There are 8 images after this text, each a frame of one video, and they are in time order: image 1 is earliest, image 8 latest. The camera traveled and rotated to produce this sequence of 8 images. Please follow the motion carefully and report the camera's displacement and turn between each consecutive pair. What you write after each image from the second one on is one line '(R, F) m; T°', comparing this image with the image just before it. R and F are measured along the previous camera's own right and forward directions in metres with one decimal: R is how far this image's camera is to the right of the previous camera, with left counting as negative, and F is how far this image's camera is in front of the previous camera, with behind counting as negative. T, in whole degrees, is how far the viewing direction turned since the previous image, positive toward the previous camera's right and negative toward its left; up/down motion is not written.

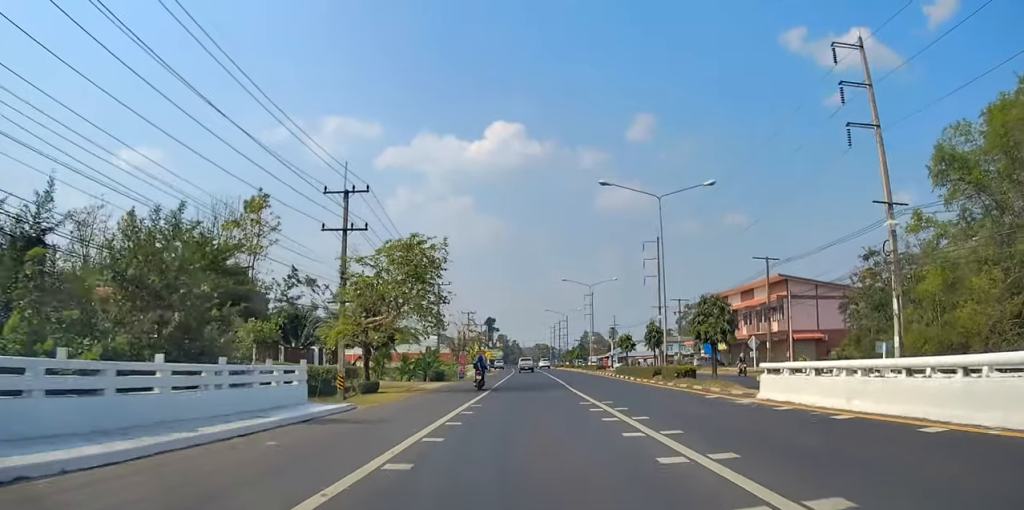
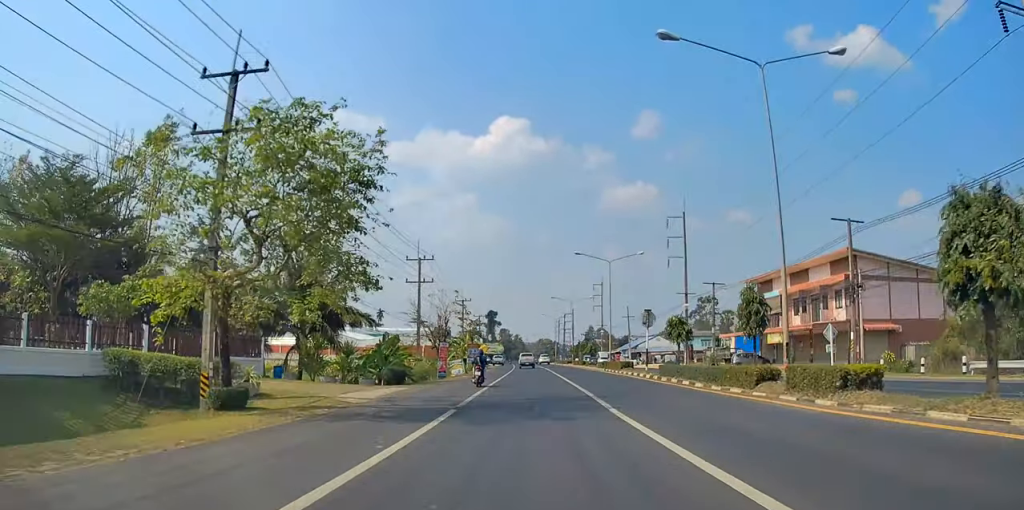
(+0.2, +13.8) m; 0°
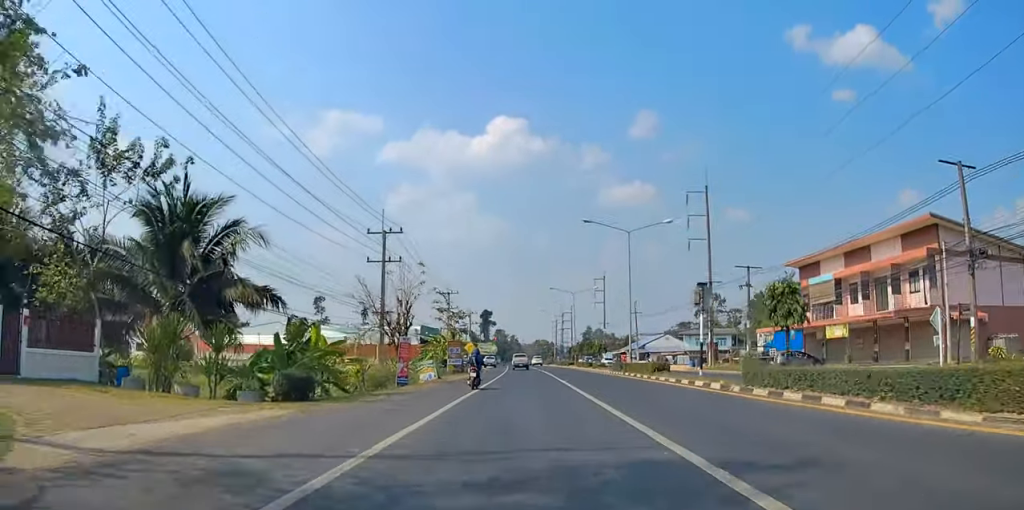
(+0.2, +12.9) m; 0°
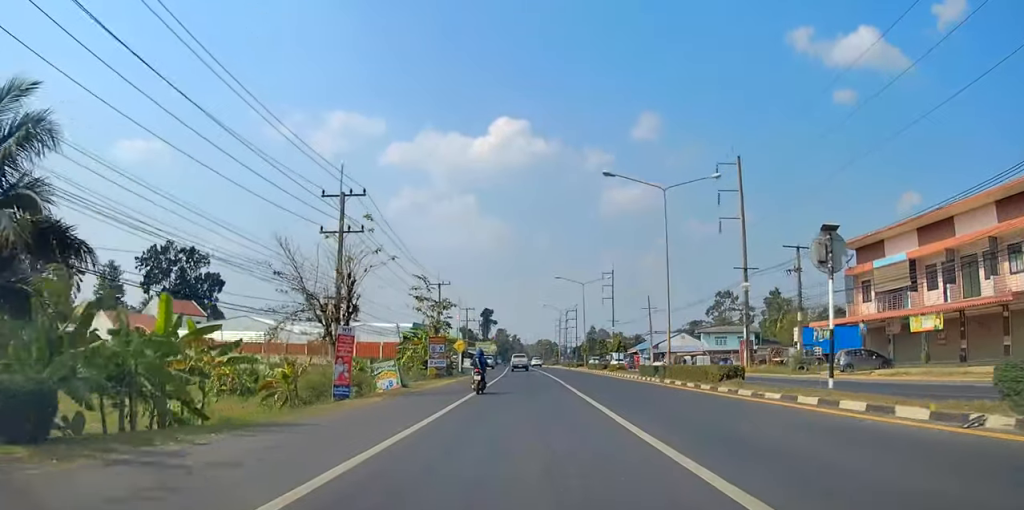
(-0.5, +11.4) m; 0°
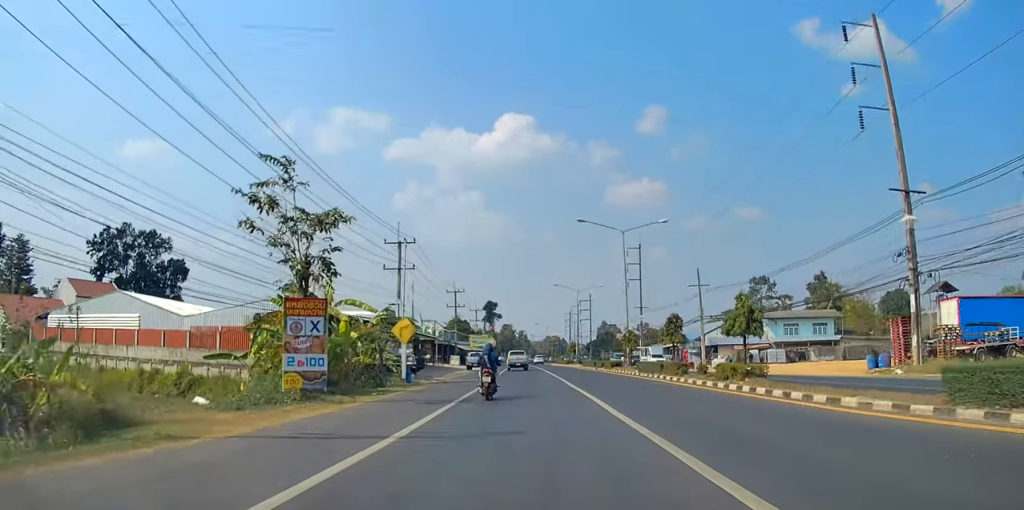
(+0.3, +26.7) m; 0°
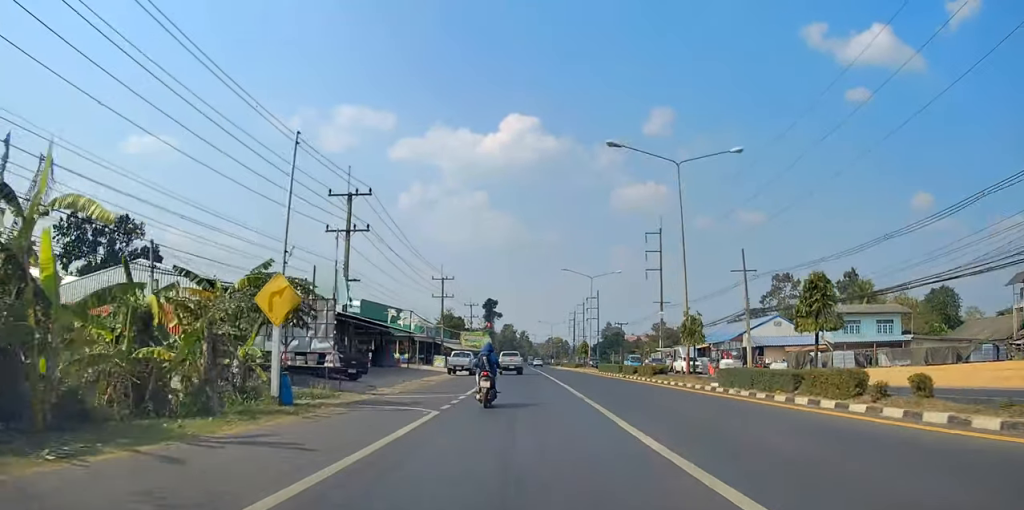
(-0.5, +16.0) m; -1°
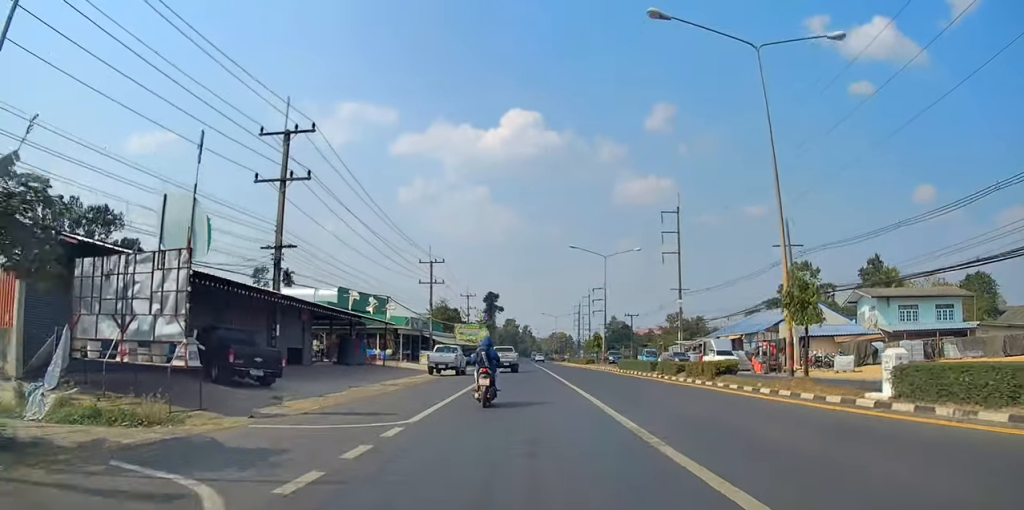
(+0.4, +9.5) m; -1°
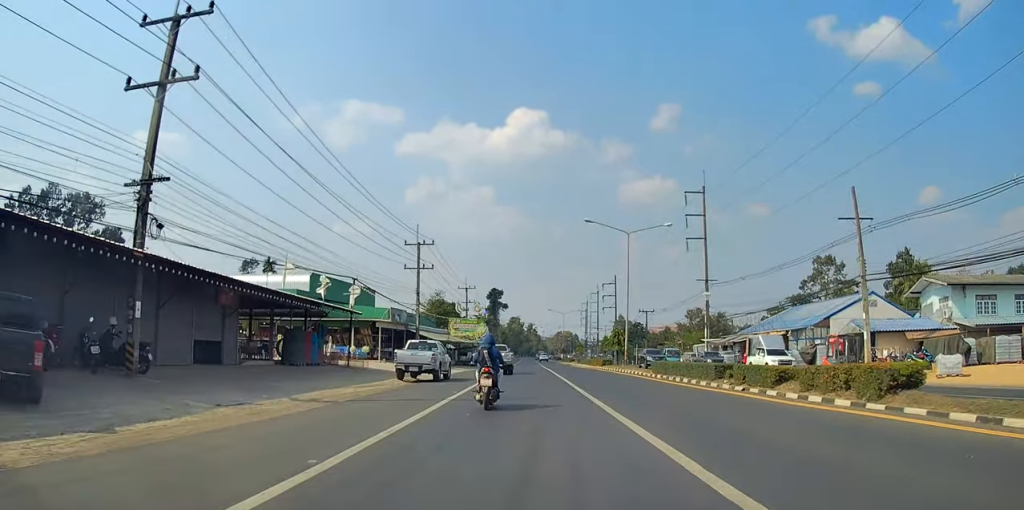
(-0.2, +10.9) m; -1°
